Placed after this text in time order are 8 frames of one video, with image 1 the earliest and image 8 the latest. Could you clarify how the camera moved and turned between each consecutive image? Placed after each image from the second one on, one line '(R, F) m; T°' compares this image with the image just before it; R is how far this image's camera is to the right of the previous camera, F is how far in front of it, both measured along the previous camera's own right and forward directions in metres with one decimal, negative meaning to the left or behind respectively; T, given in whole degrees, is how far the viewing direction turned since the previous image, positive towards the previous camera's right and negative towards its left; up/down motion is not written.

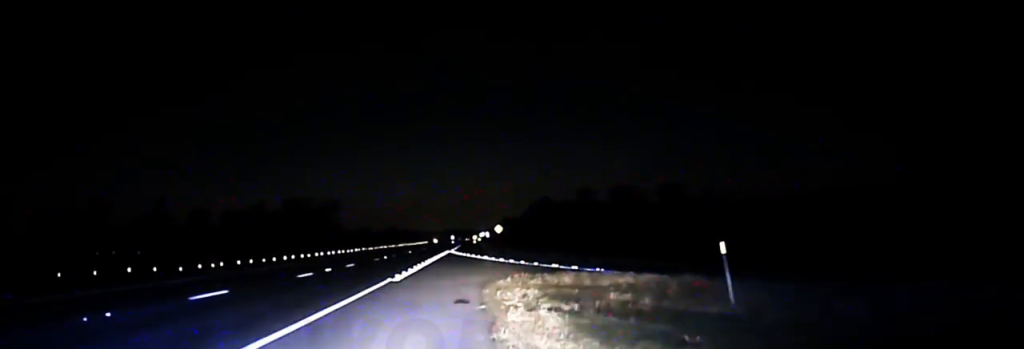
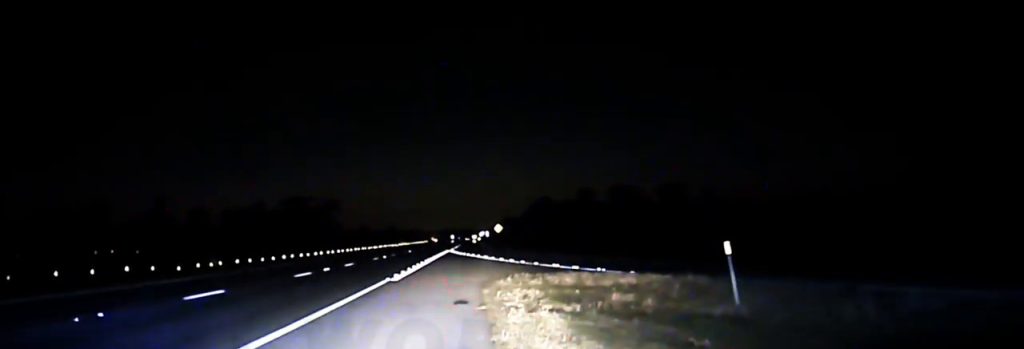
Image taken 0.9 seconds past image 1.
(+0.1, +0.7) m; 0°
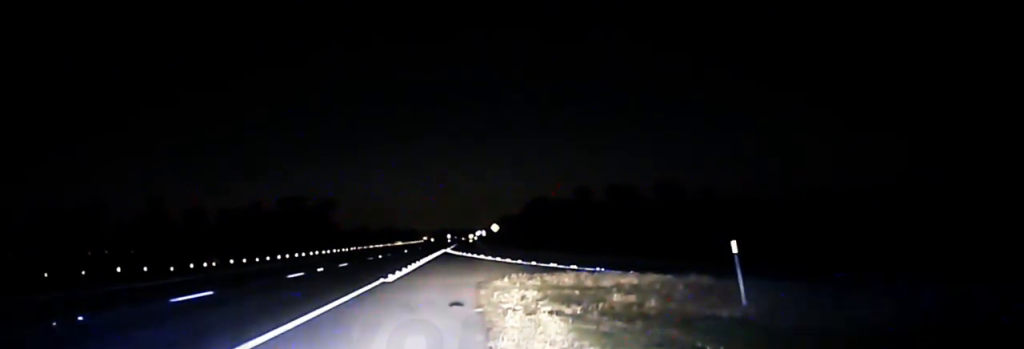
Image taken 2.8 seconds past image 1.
(+0.2, +1.2) m; 0°
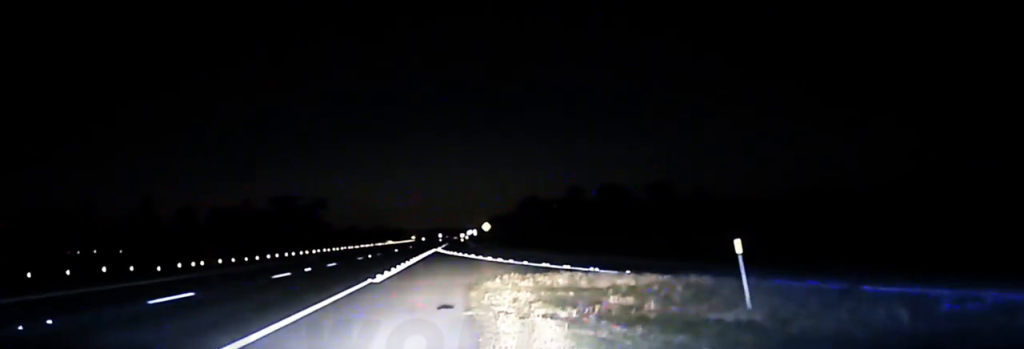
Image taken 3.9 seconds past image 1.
(+0.1, +0.8) m; 0°
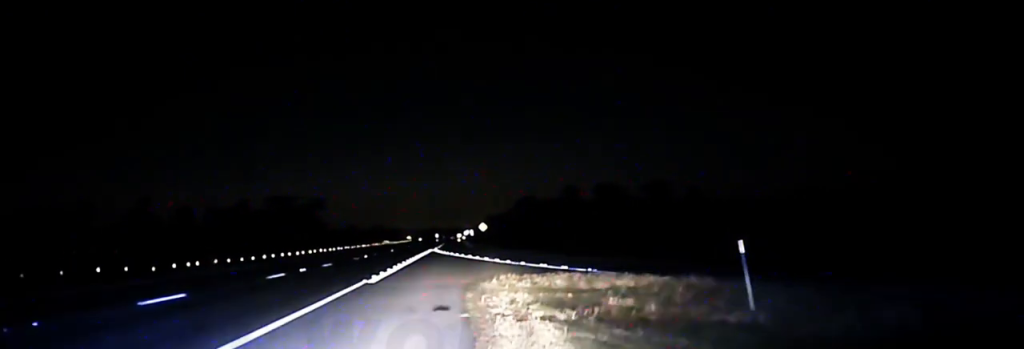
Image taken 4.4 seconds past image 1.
(0.0, +0.4) m; 0°
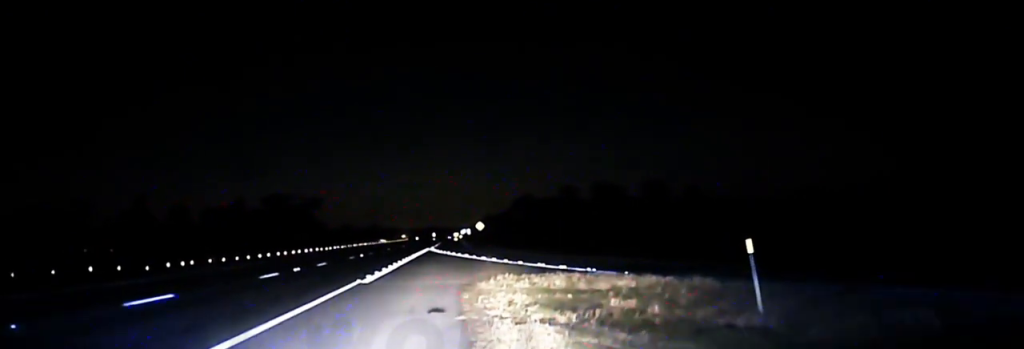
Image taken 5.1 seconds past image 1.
(+0.1, +0.6) m; 0°
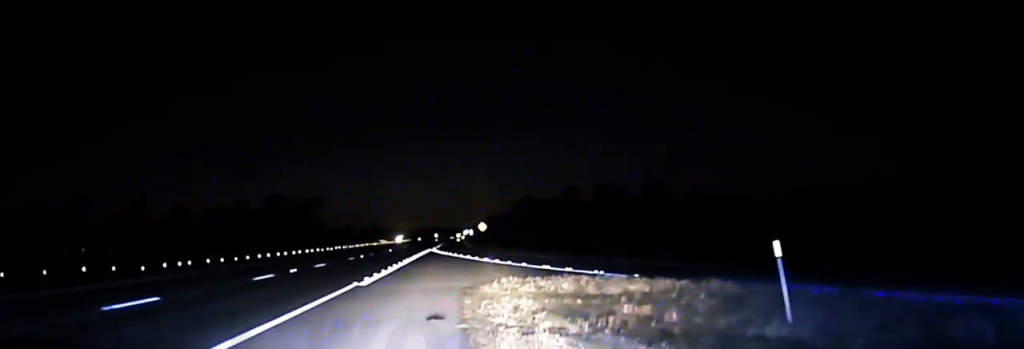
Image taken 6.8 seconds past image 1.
(-0.2, +1.2) m; 0°
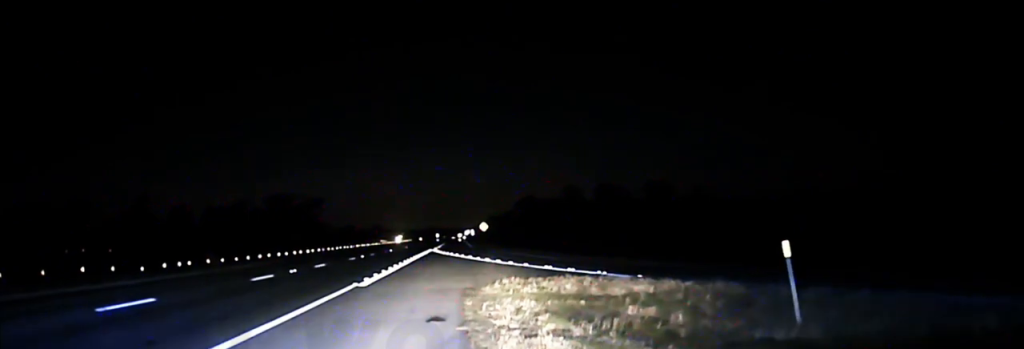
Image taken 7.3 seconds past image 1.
(+0.2, +0.4) m; 0°
